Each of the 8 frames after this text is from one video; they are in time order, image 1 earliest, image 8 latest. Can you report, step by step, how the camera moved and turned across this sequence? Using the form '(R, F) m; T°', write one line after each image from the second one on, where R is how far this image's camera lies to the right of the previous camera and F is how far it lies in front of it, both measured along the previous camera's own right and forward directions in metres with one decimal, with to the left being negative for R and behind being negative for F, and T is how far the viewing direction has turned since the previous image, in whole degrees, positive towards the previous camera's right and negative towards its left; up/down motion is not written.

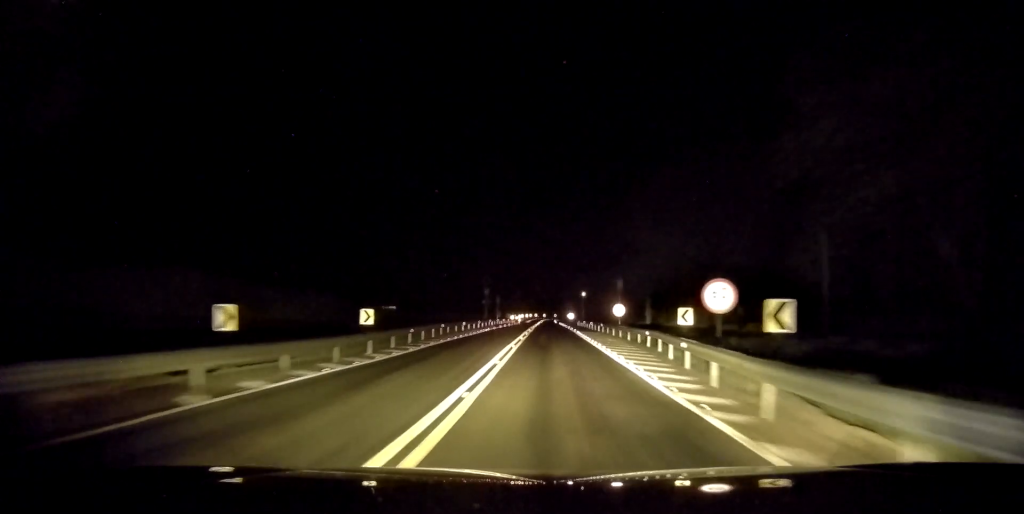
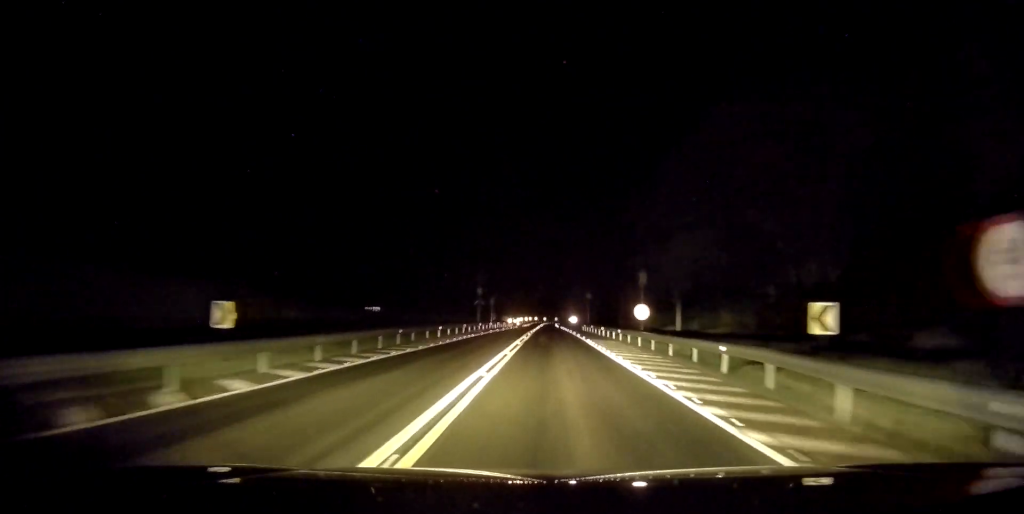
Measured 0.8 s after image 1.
(-0.1, +12.2) m; -1°
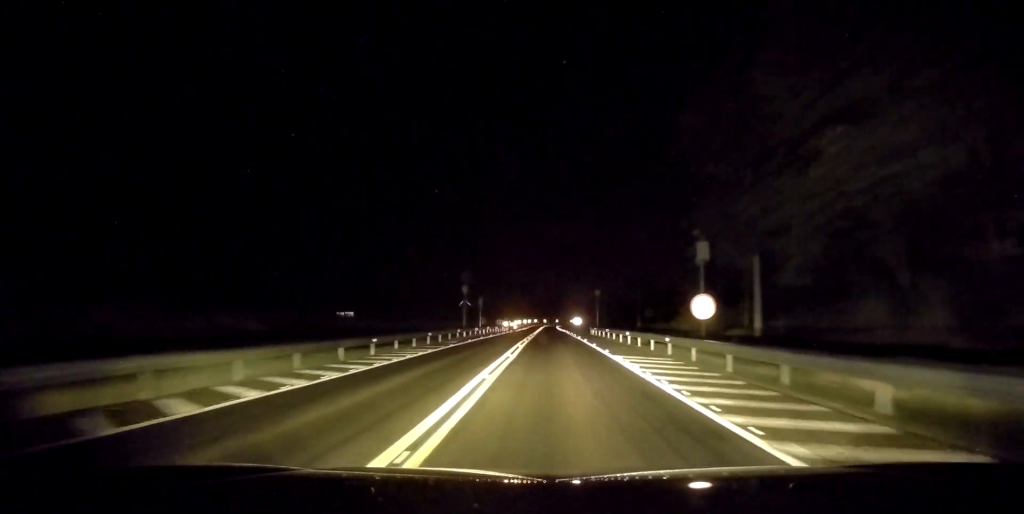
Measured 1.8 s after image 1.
(-0.1, +15.7) m; 0°
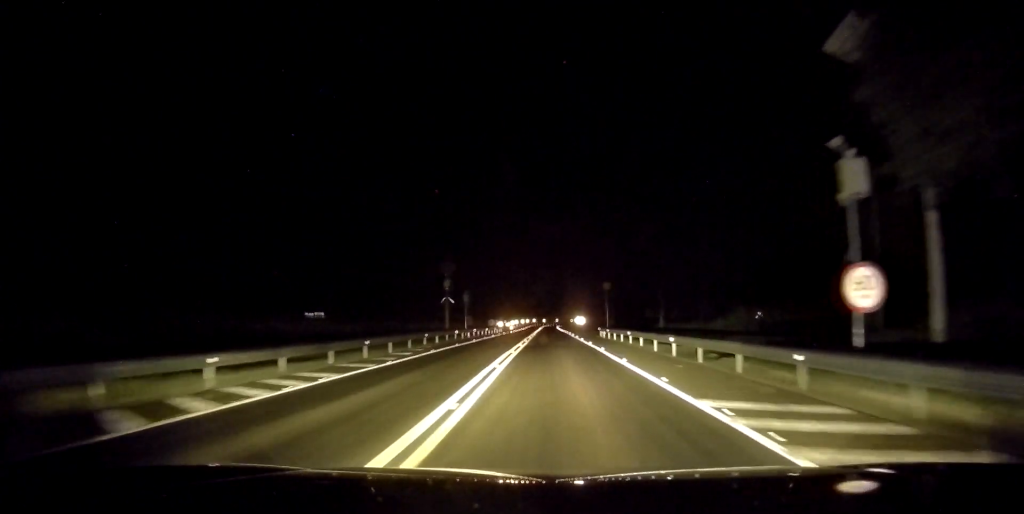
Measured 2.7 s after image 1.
(+0.1, +13.4) m; +1°
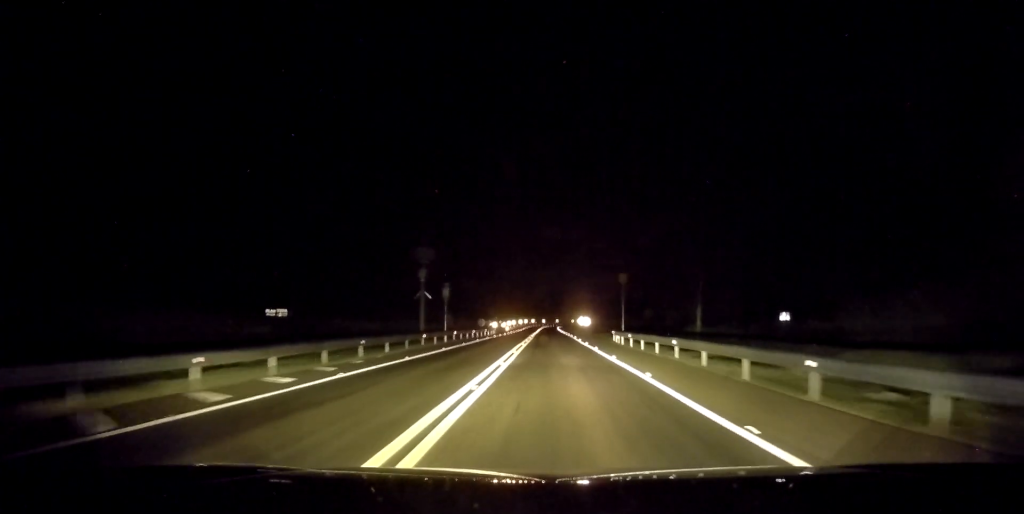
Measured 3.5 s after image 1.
(+0.2, +12.6) m; 0°
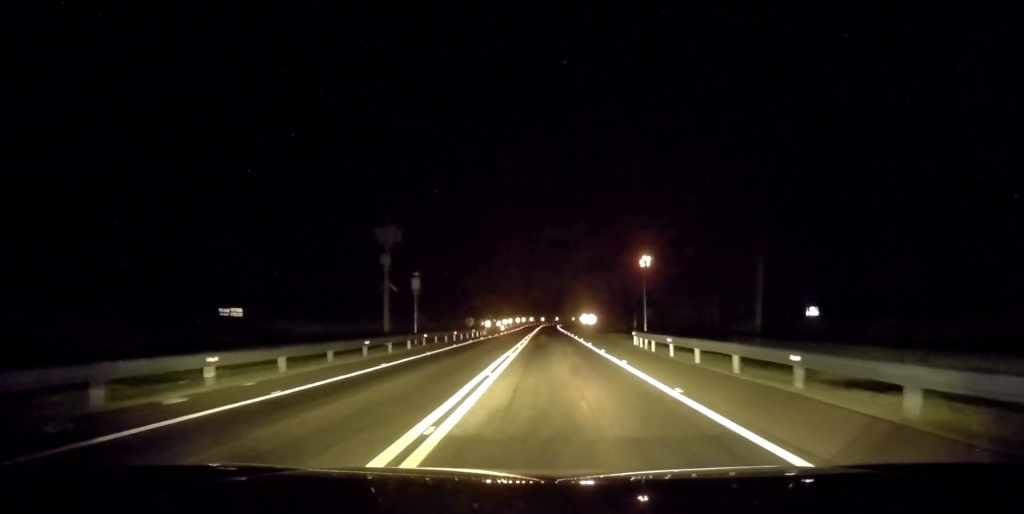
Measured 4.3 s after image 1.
(-0.4, +11.8) m; 0°
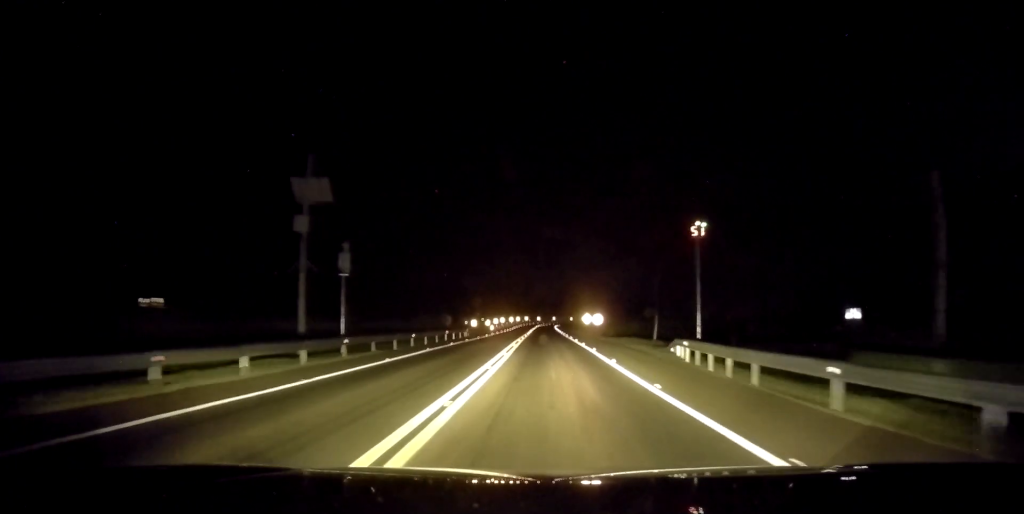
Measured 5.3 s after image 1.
(+0.3, +14.1) m; -1°
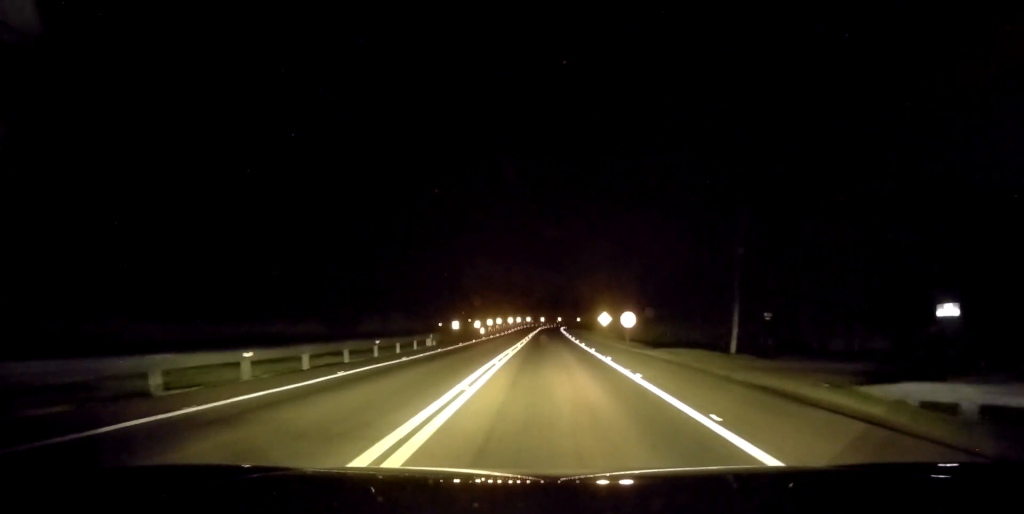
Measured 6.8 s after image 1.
(-0.7, +19.9) m; -1°
